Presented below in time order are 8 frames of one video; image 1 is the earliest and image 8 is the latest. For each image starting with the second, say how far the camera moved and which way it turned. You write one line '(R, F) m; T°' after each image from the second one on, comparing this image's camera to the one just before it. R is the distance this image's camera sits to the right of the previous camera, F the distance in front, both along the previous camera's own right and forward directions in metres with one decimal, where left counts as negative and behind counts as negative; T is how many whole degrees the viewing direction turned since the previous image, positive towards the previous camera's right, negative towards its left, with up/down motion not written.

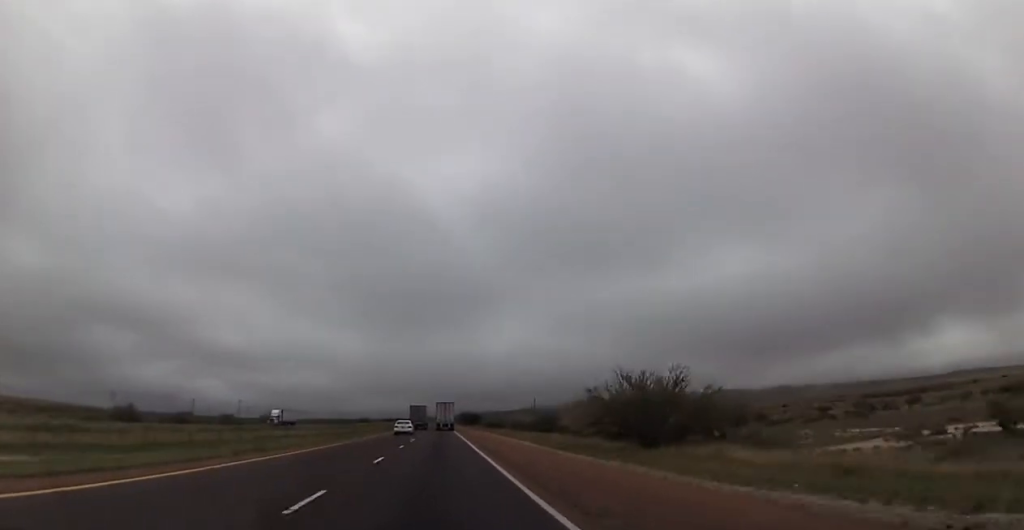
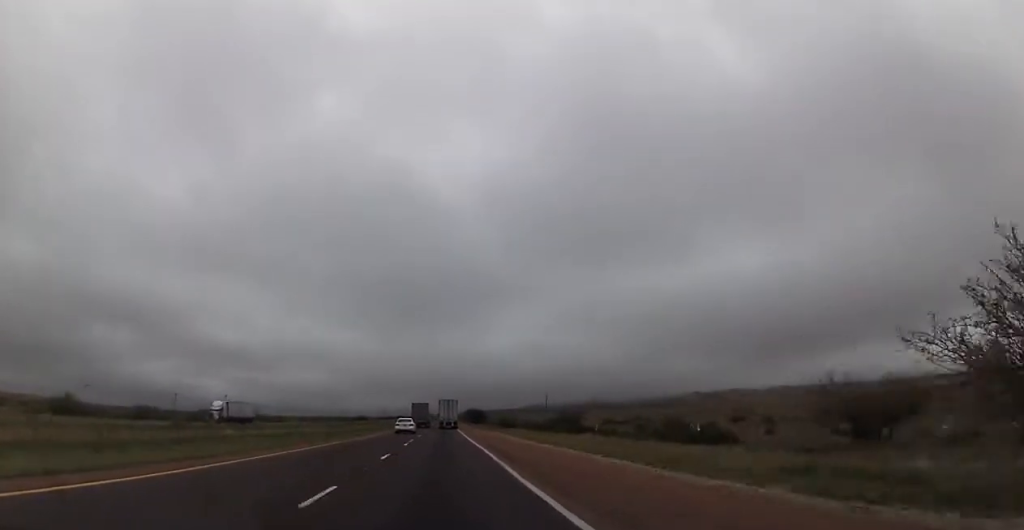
(-0.2, +24.1) m; 0°
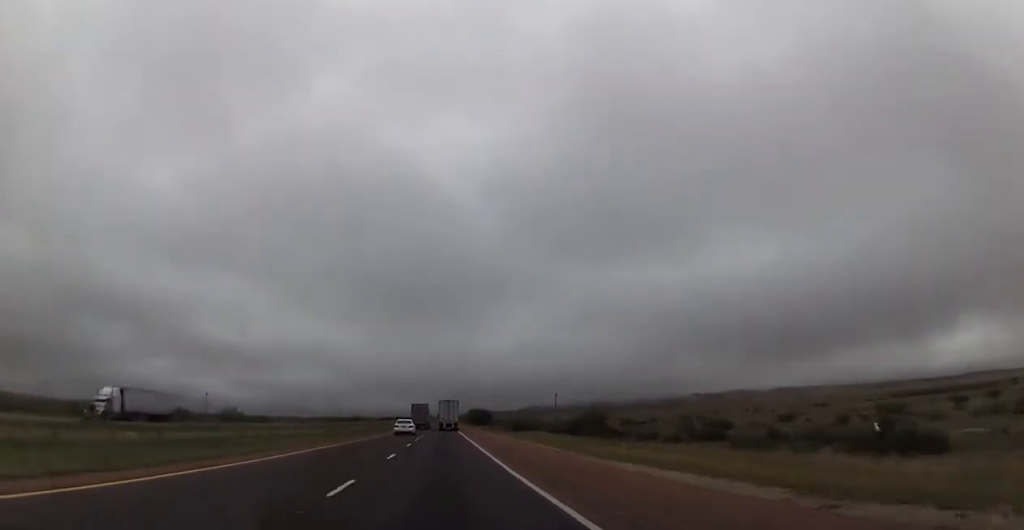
(-0.3, +22.8) m; 0°
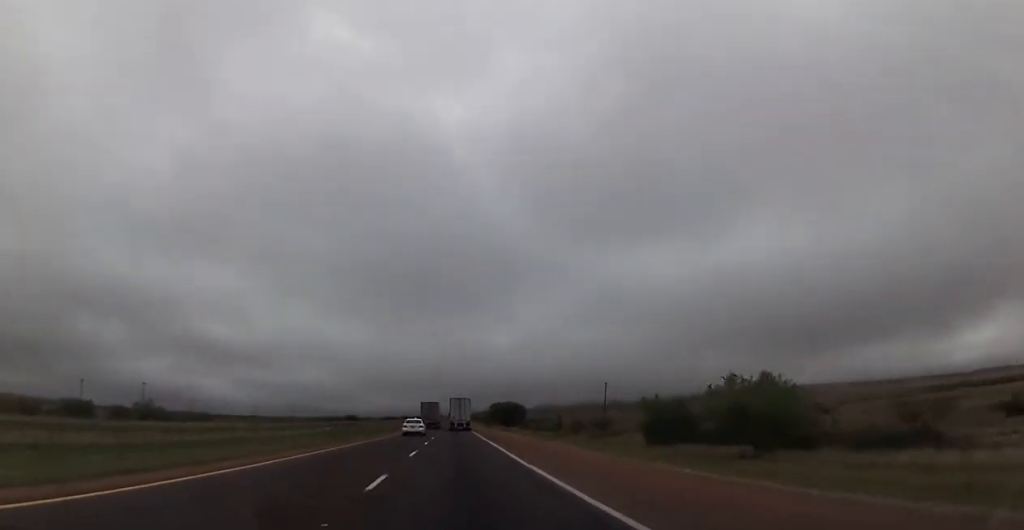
(+0.7, +62.2) m; 0°
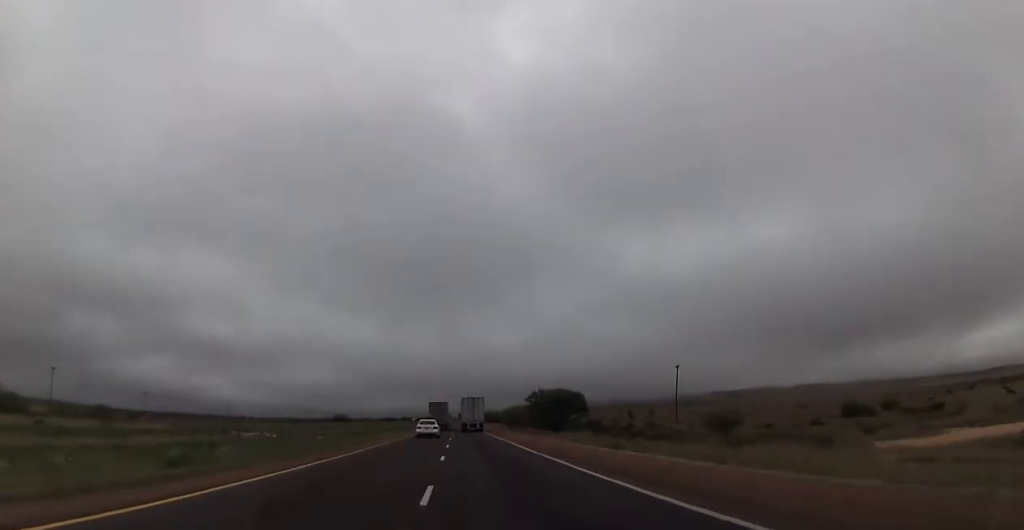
(-0.6, +51.8) m; -1°
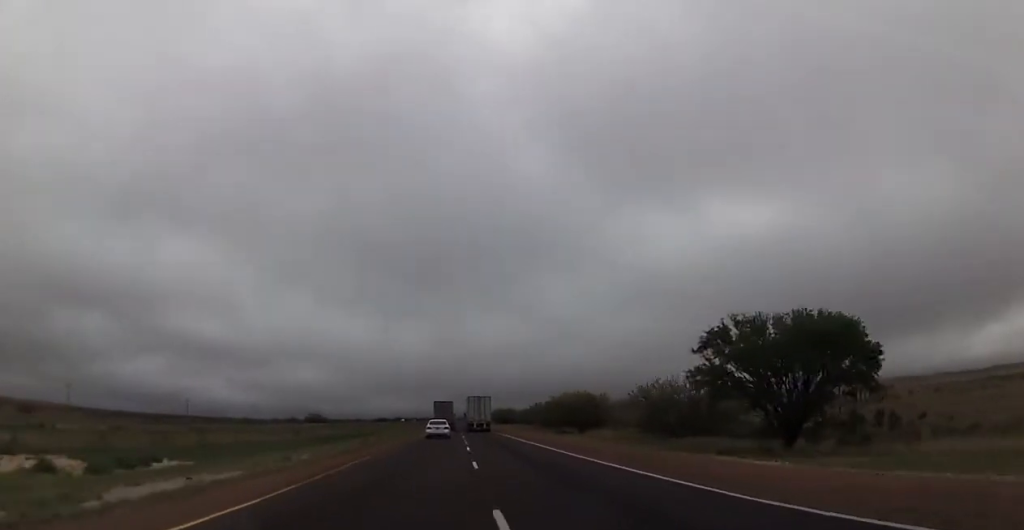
(+0.1, +52.7) m; +1°
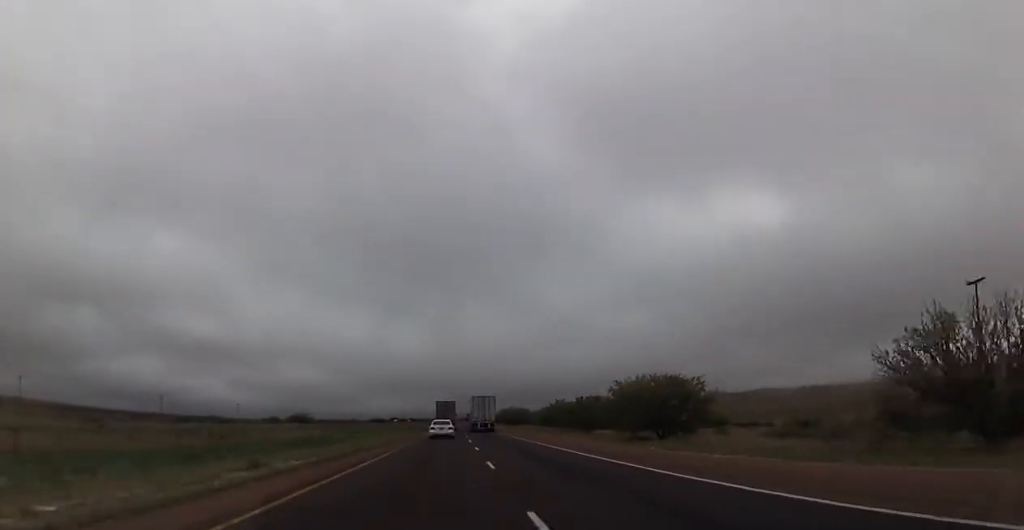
(0.0, +24.8) m; 0°
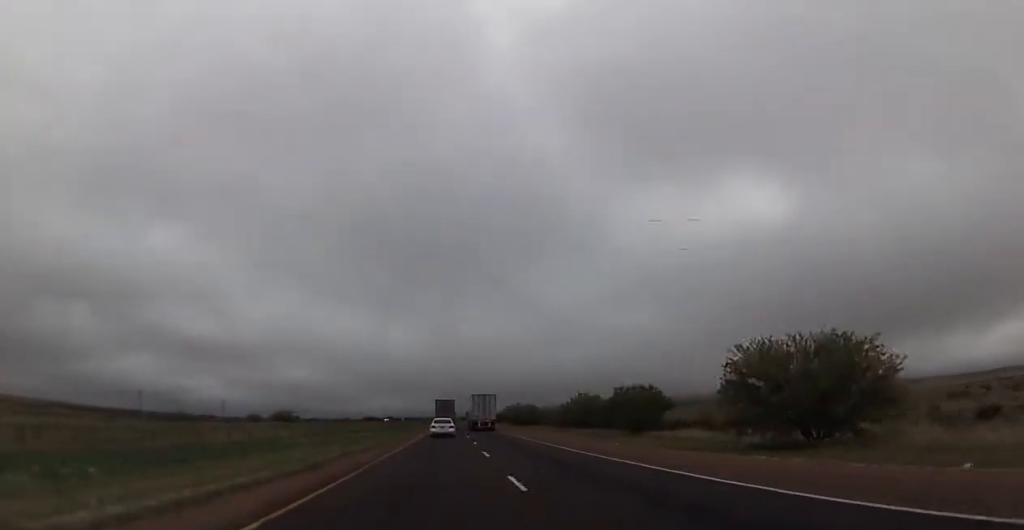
(0.0, +18.2) m; 0°
